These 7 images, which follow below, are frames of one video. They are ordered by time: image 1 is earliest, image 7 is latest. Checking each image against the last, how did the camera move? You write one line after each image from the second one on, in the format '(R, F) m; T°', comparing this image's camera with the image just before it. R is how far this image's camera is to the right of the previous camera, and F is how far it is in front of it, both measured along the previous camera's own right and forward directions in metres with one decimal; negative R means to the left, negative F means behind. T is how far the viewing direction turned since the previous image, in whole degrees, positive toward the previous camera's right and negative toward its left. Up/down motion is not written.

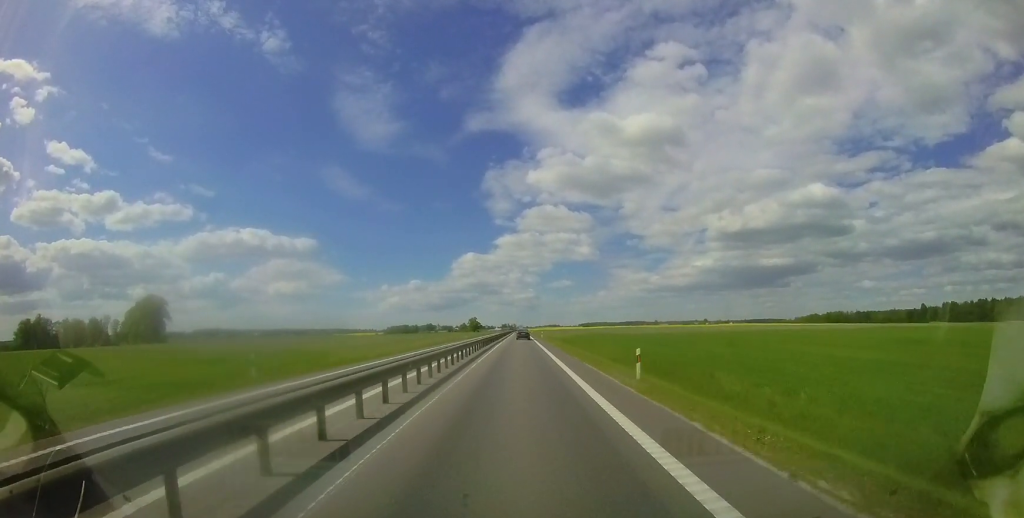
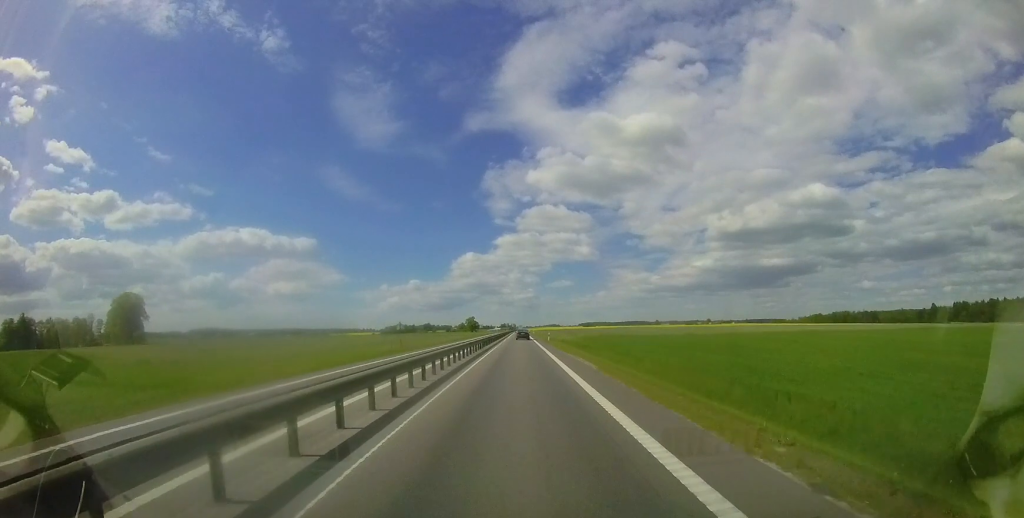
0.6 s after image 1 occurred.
(0.0, +15.2) m; 0°
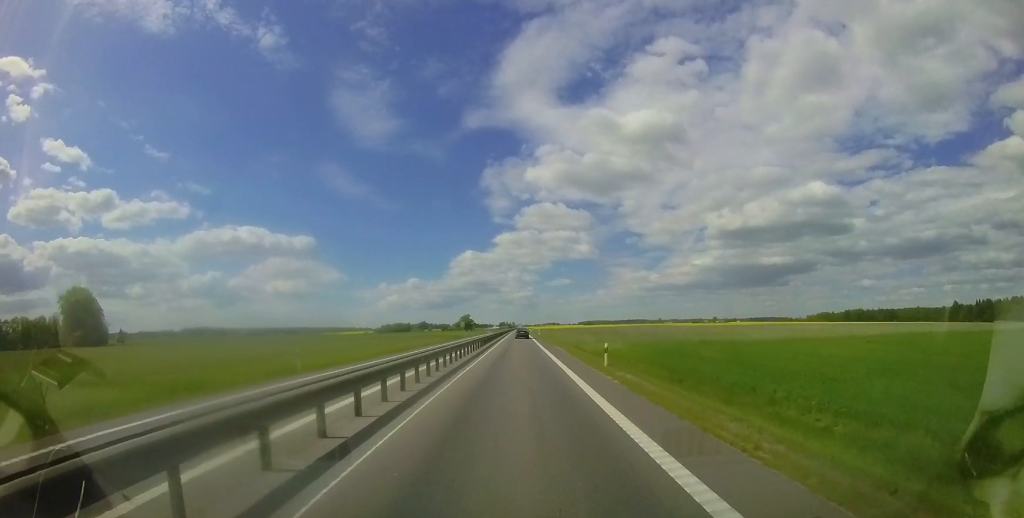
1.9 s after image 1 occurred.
(-0.2, +30.5) m; 0°
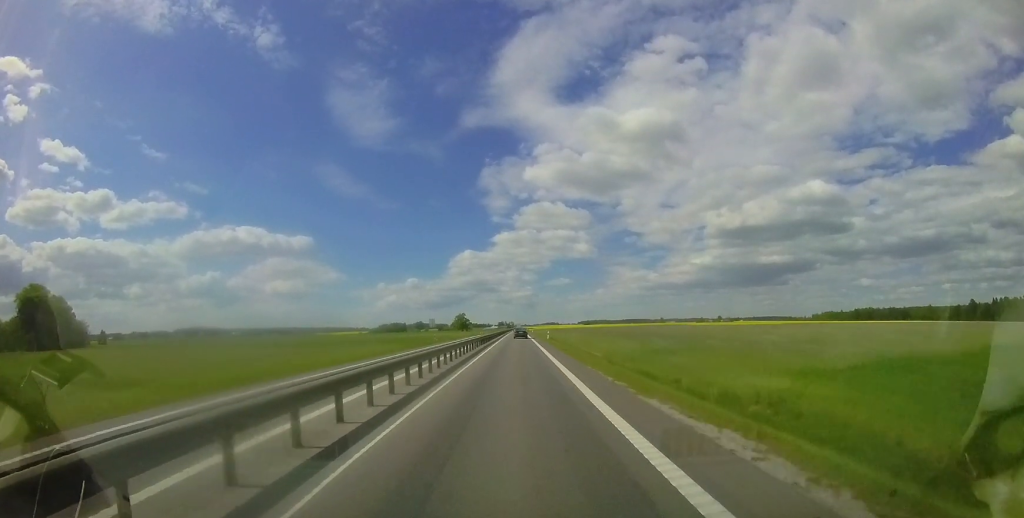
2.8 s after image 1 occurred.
(+0.2, +23.7) m; 0°
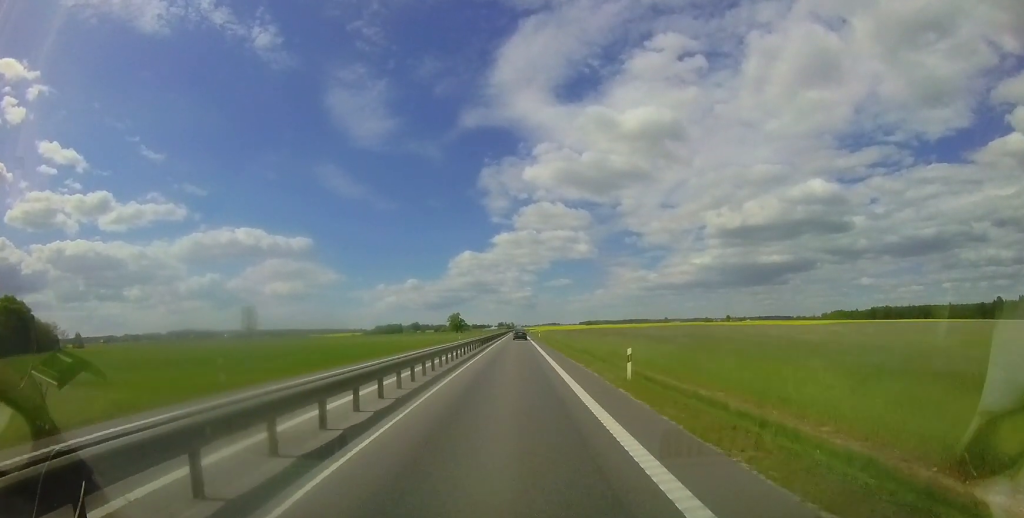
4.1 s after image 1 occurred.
(-0.1, +32.4) m; 0°
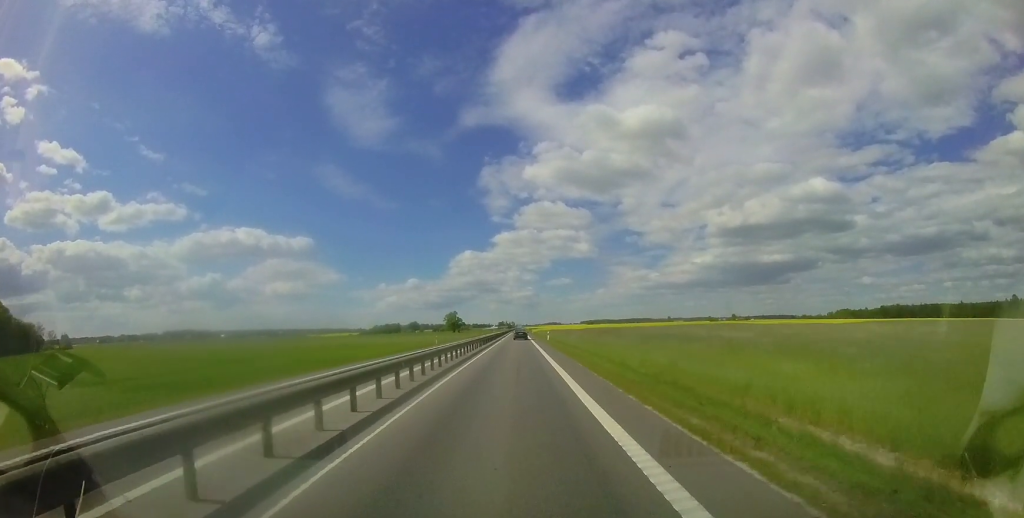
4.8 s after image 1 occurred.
(0.0, +17.8) m; 0°
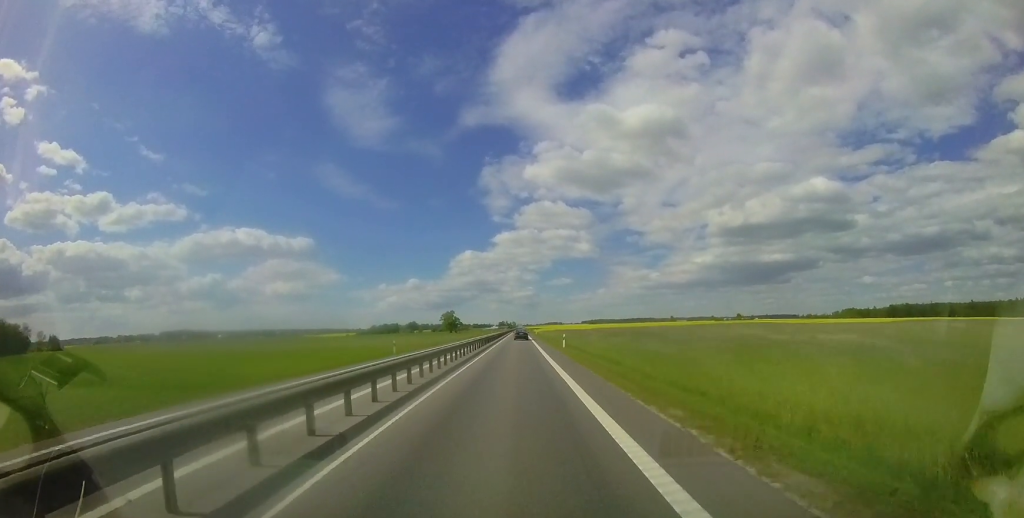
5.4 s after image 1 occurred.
(+0.2, +14.6) m; 0°
